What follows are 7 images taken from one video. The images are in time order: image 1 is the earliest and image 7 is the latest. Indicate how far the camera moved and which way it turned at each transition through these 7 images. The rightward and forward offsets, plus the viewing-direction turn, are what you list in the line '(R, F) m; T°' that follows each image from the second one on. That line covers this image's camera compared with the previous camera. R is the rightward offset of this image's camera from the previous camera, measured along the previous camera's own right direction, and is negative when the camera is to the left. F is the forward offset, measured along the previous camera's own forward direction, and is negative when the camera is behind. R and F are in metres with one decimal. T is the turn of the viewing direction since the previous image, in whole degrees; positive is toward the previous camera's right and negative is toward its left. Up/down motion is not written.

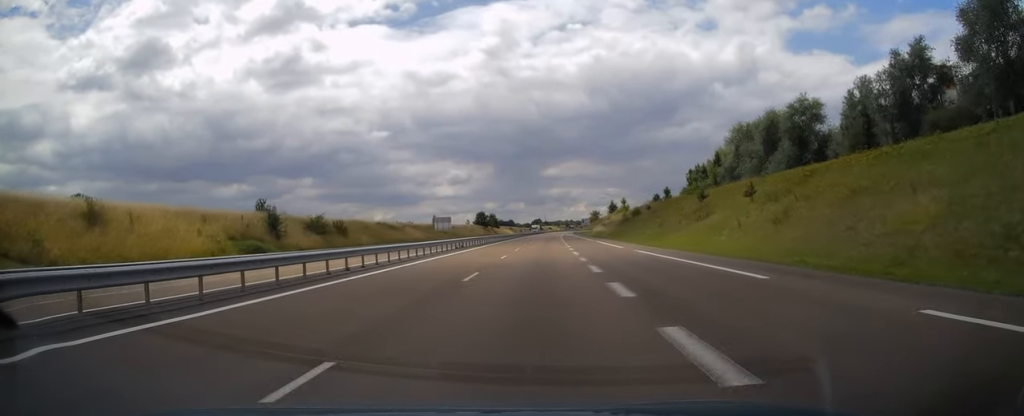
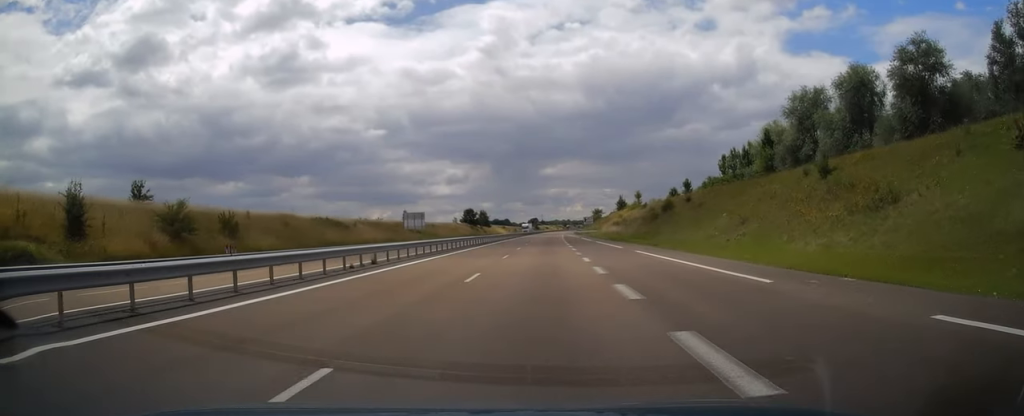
(+0.1, +26.5) m; 0°
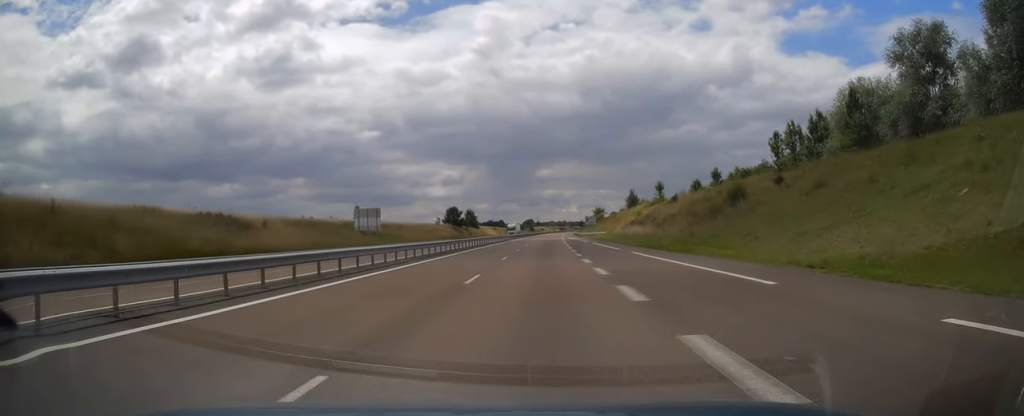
(+0.1, +26.5) m; 0°
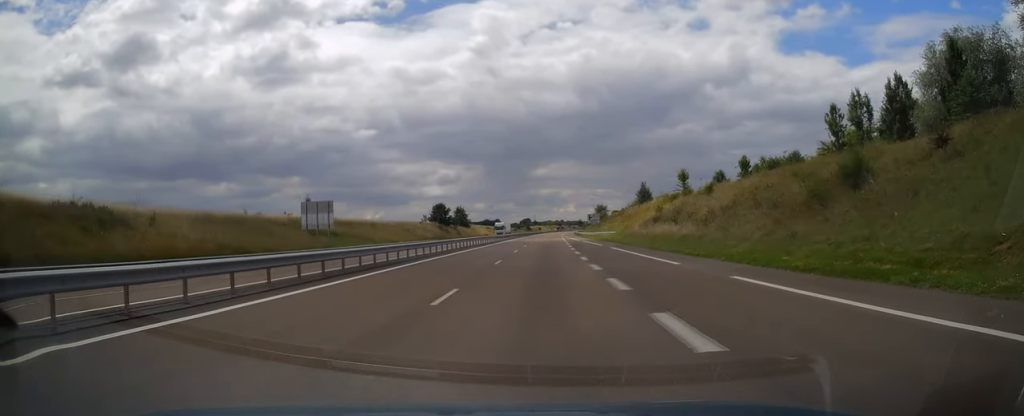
(0.0, +17.7) m; 0°
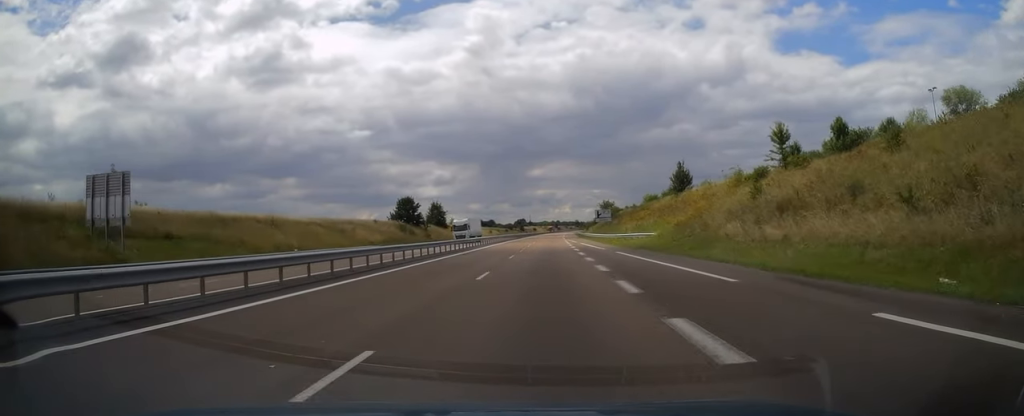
(+0.1, +33.5) m; +1°
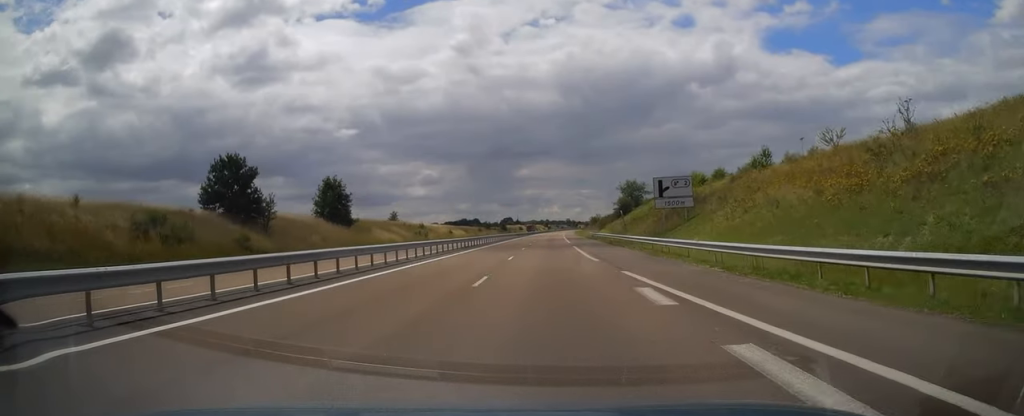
(+0.7, +67.7) m; +1°
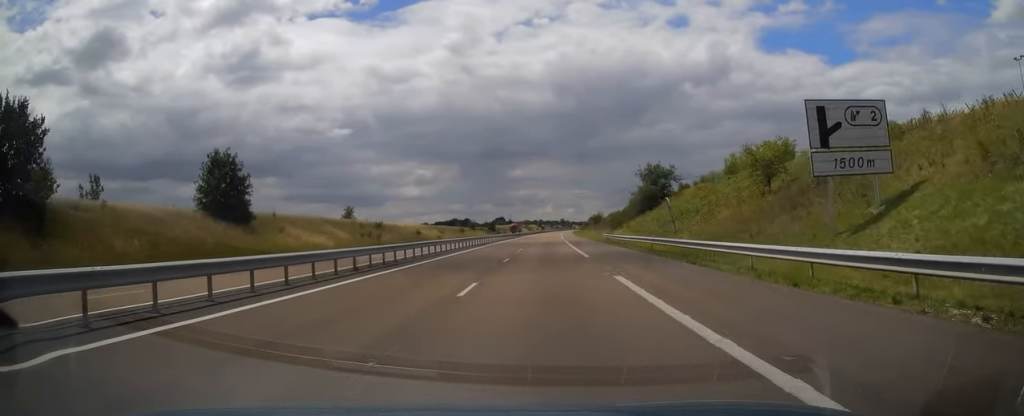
(+0.1, +28.0) m; 0°
